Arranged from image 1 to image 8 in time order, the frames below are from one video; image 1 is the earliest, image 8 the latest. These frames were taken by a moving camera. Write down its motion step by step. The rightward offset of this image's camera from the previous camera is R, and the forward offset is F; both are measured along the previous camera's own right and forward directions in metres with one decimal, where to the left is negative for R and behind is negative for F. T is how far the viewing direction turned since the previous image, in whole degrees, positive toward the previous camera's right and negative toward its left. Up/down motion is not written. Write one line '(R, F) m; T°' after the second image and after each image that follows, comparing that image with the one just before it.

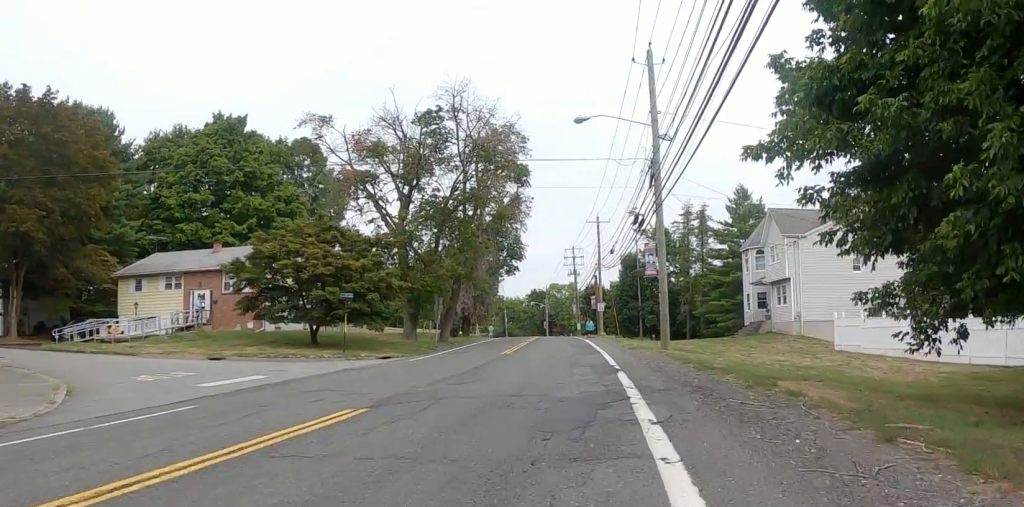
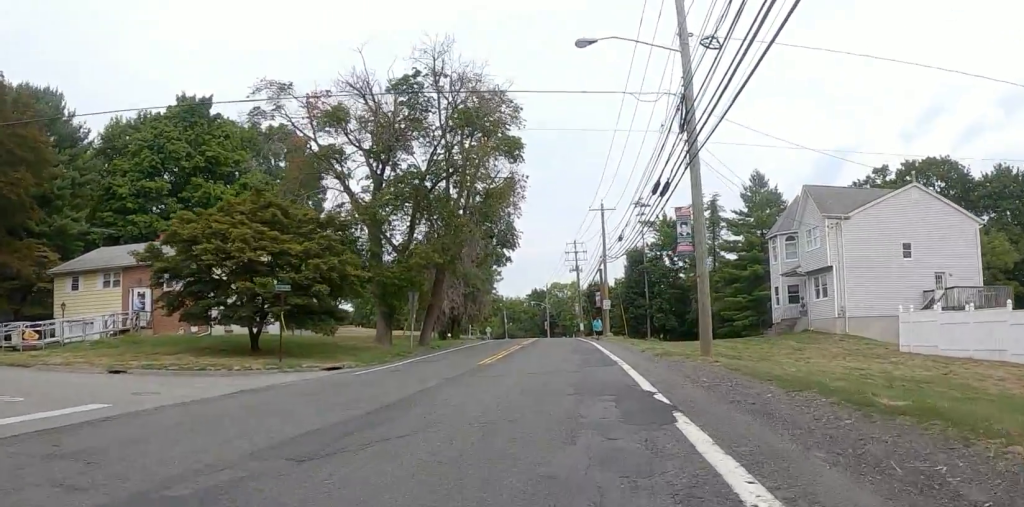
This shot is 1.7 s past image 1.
(0.0, +6.5) m; 0°
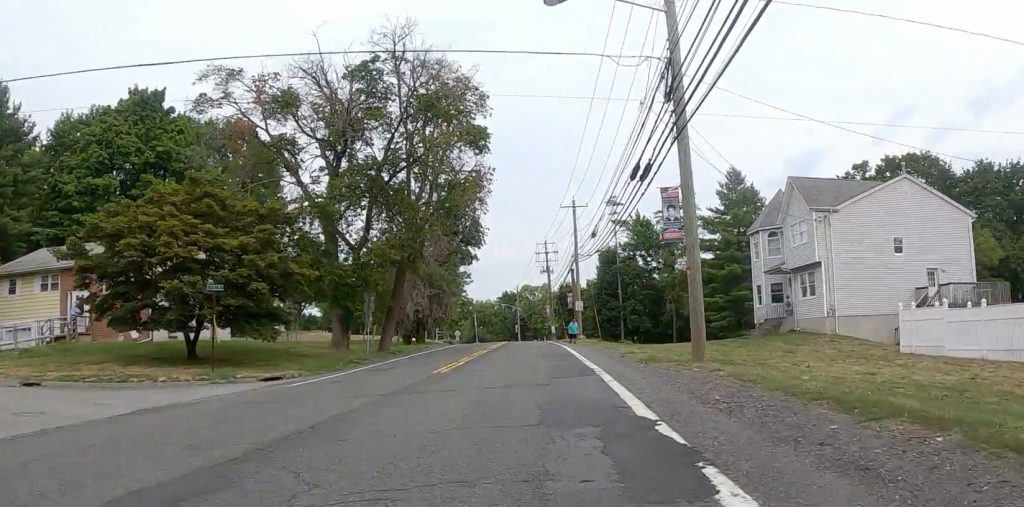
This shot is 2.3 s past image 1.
(0.0, +2.5) m; 0°
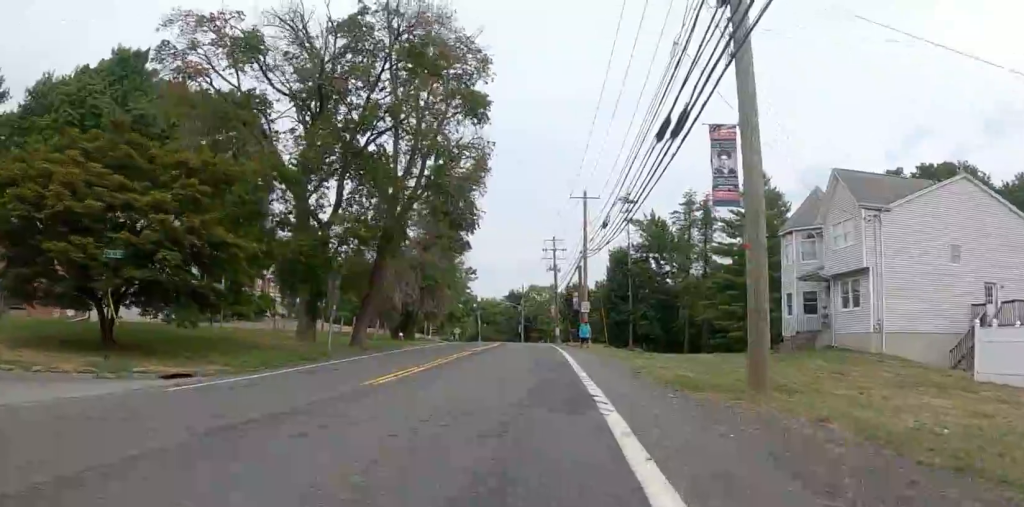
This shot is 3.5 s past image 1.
(0.0, +4.9) m; 0°
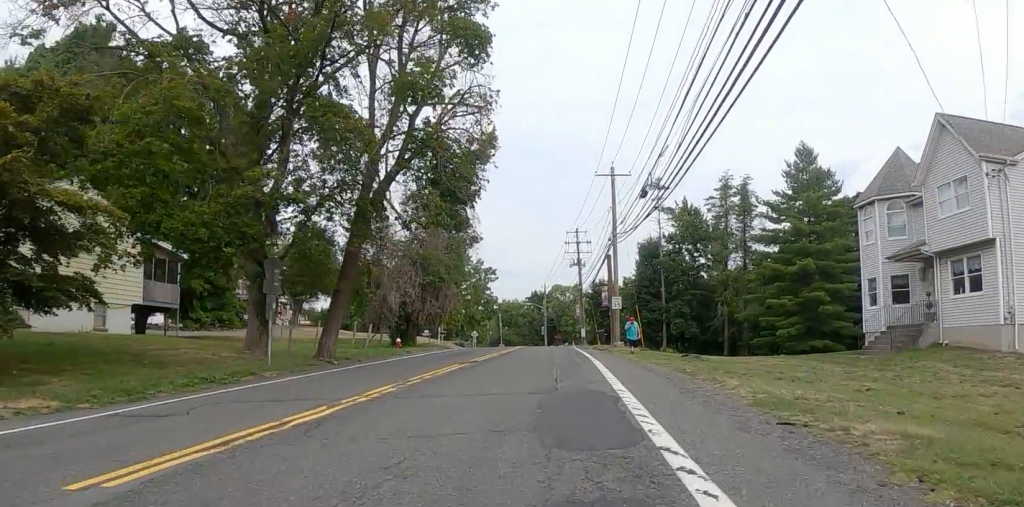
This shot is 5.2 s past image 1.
(0.0, +7.0) m; 0°
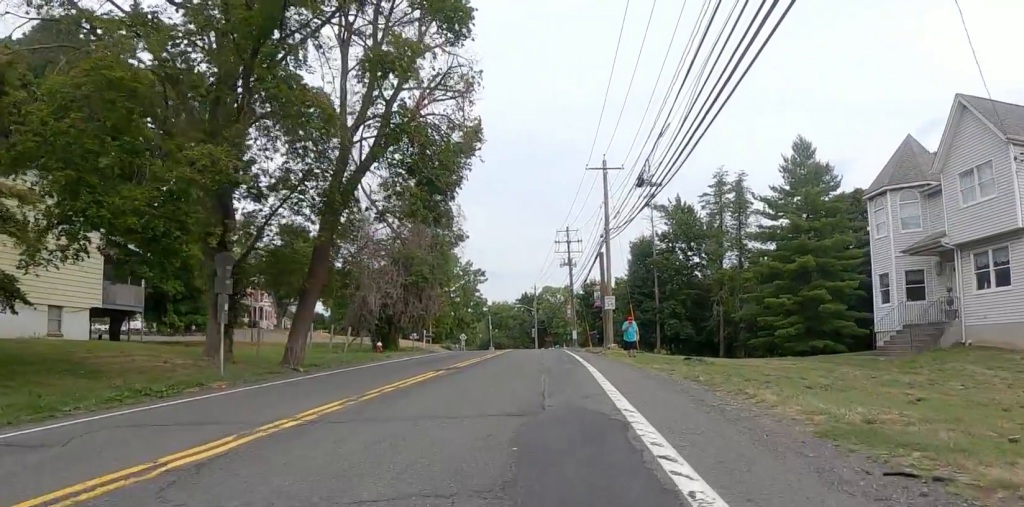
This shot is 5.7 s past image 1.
(0.0, +2.0) m; 0°
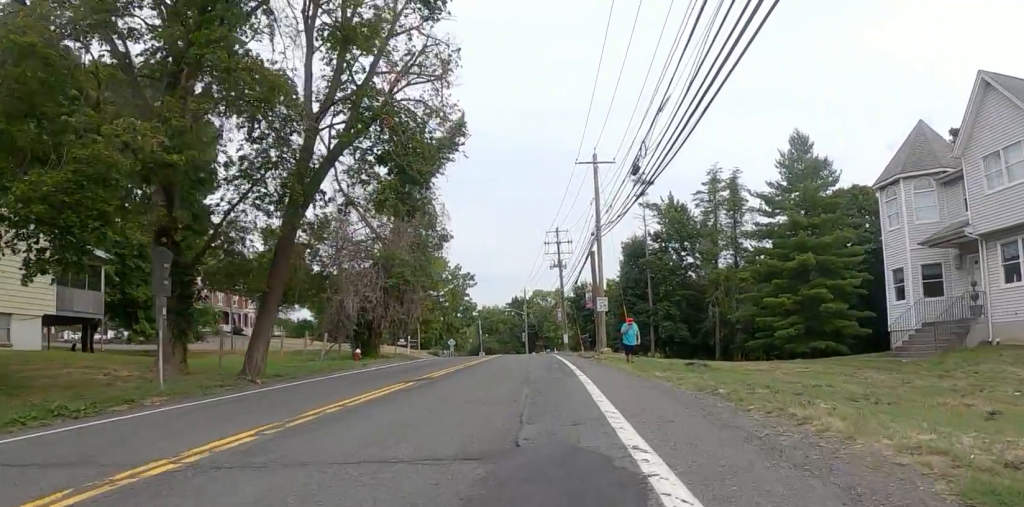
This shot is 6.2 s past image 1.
(0.0, +2.1) m; 0°
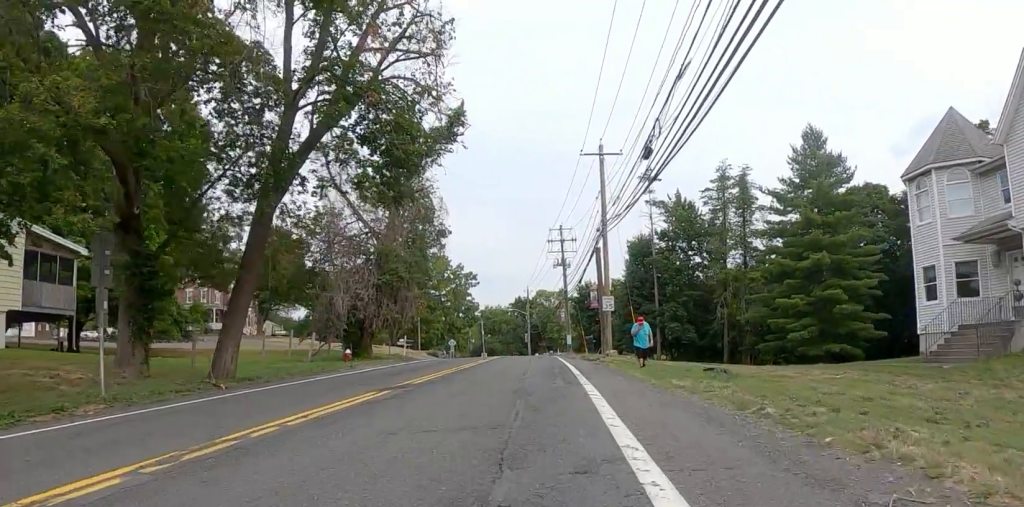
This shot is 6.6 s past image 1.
(0.0, +2.1) m; 0°
